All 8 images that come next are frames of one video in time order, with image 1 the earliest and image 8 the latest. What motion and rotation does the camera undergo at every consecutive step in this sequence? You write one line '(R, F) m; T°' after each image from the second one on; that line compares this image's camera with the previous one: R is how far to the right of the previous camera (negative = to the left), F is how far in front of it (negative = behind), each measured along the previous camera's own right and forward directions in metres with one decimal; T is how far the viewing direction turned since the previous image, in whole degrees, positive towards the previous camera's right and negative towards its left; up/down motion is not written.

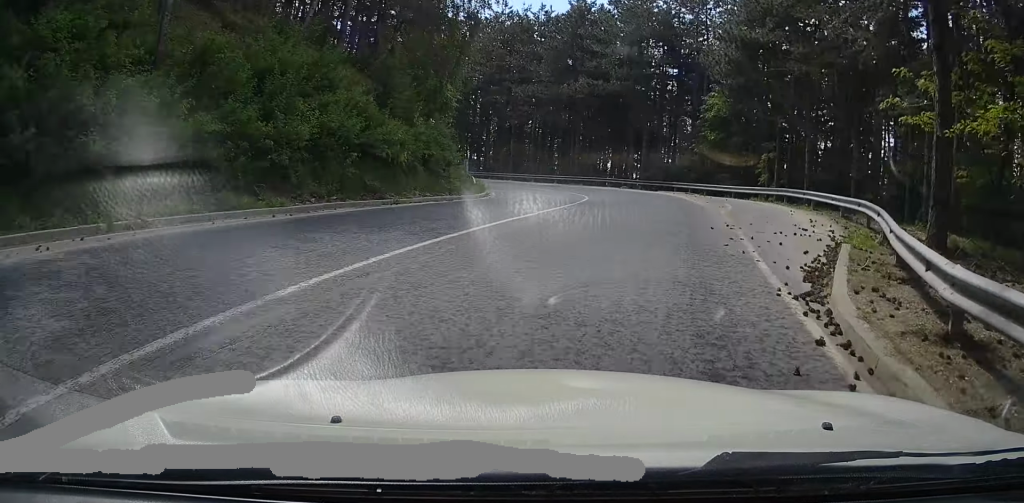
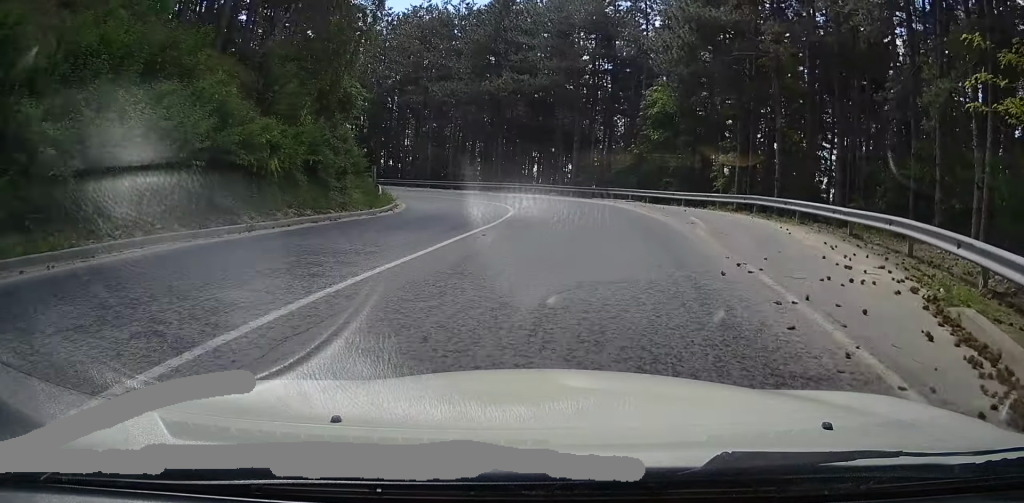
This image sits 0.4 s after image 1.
(+0.8, +3.8) m; +5°
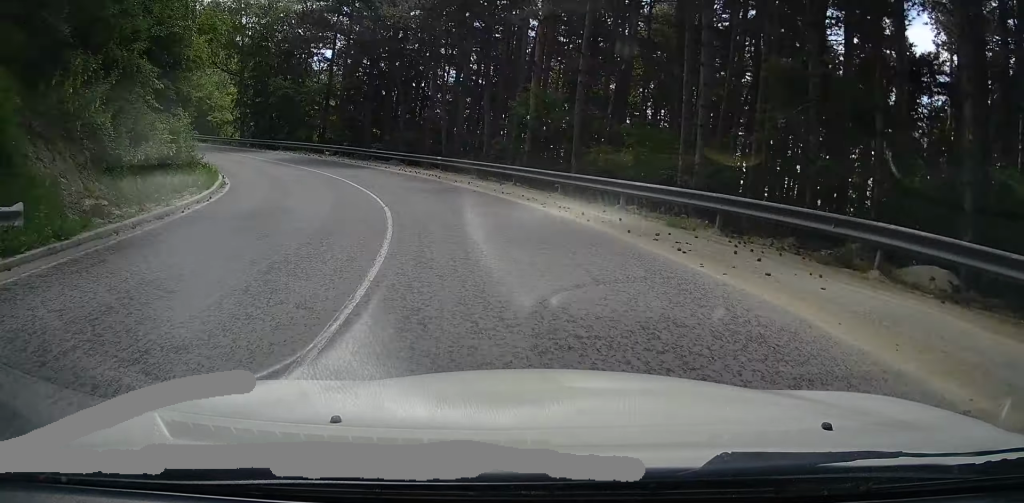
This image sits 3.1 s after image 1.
(+2.5, +28.1) m; -6°
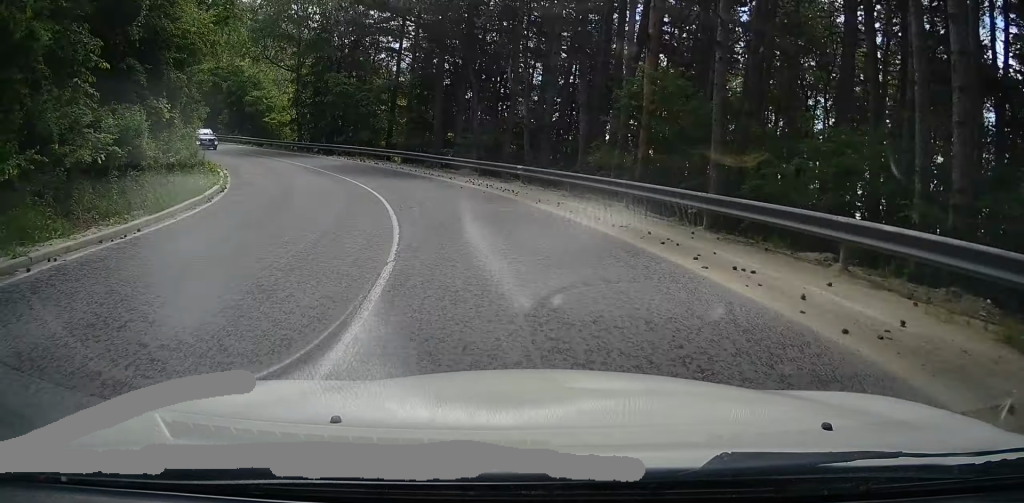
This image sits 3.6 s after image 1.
(-0.5, +7.3) m; -10°
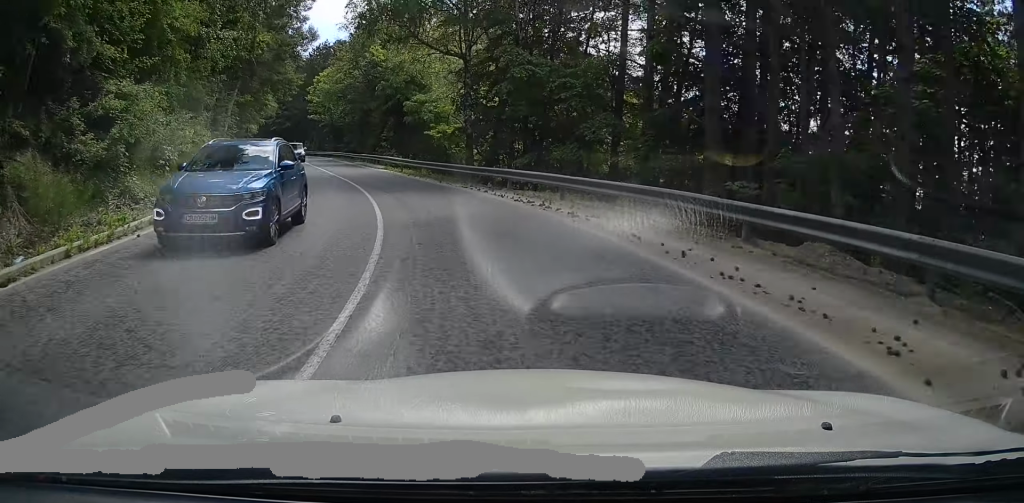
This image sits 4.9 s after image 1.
(-4.2, +19.5) m; -14°
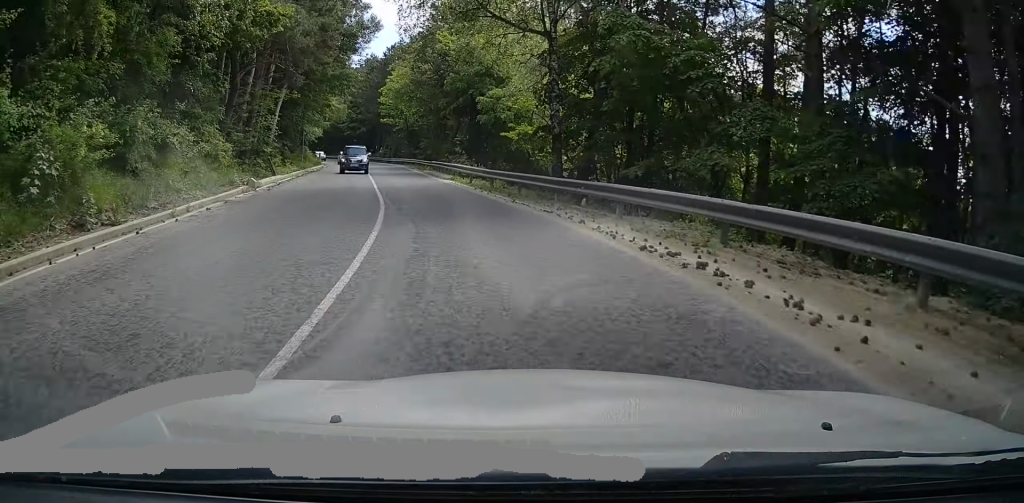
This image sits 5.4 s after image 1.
(+0.4, +8.3) m; +2°
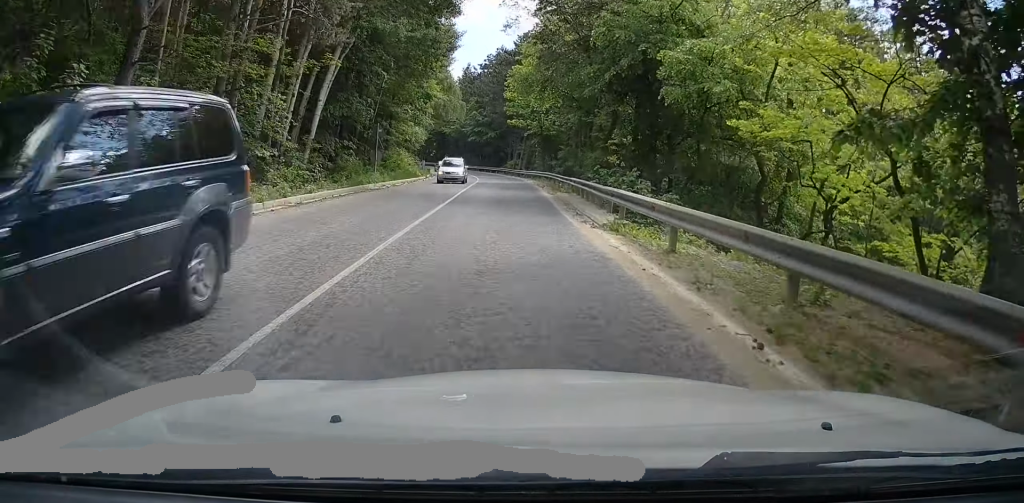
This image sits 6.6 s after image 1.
(+0.6, +19.1) m; +1°
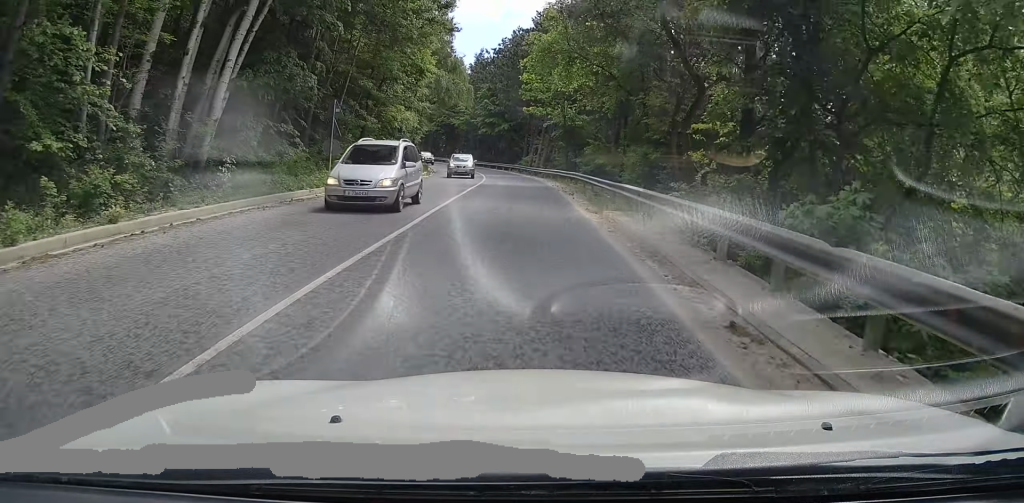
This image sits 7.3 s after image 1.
(-0.1, +11.8) m; -3°
